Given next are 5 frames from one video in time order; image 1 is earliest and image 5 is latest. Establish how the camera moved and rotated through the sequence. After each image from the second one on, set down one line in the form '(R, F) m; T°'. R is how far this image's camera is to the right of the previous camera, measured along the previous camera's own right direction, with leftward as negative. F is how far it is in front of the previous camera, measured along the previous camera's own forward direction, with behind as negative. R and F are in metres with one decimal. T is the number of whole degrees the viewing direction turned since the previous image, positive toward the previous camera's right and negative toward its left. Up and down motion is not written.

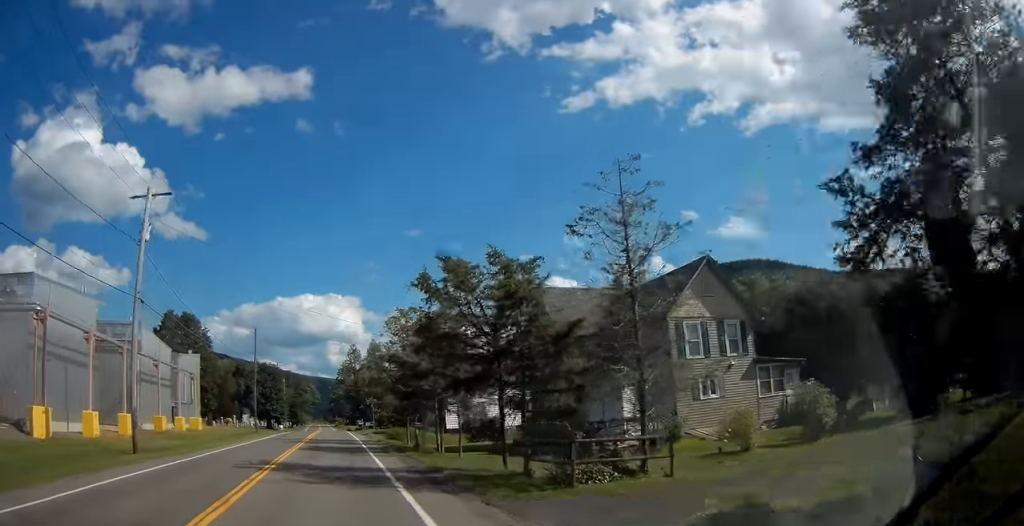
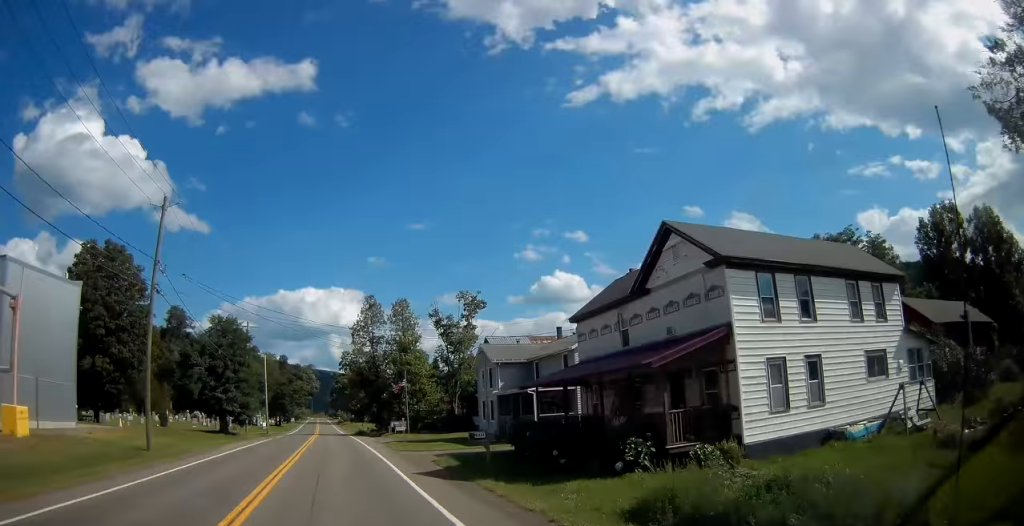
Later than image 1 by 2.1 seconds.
(-0.5, +40.4) m; -2°
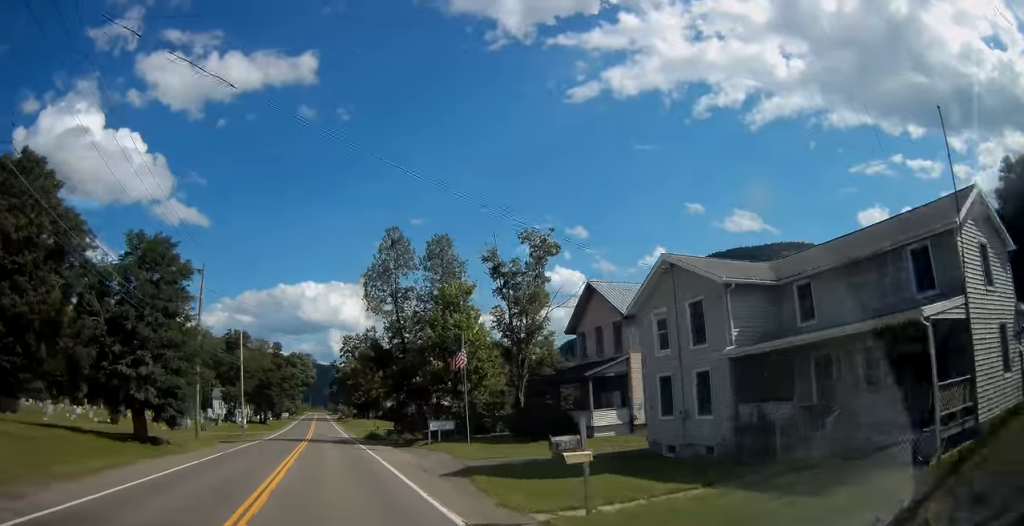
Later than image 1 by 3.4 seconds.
(-0.3, +23.3) m; 0°
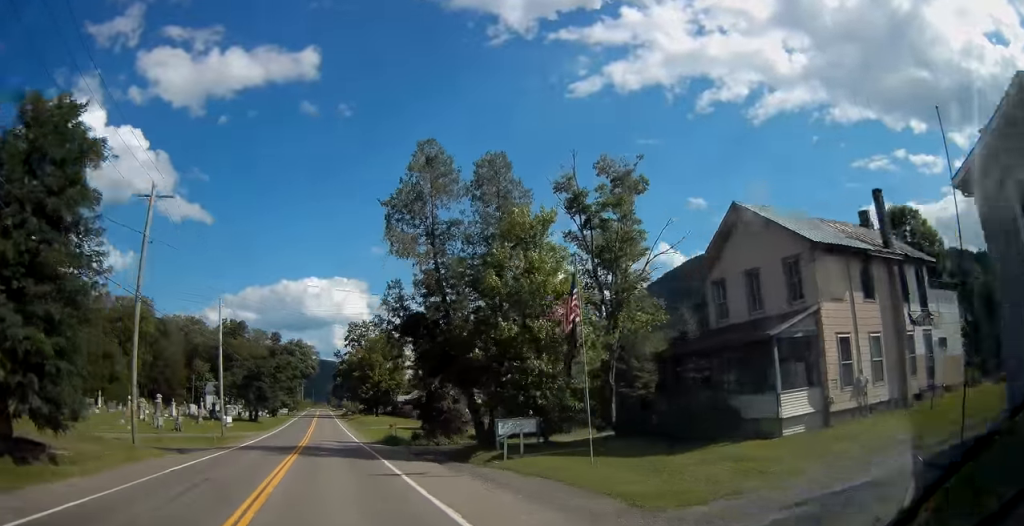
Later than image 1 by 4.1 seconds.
(+0.1, +14.0) m; +1°
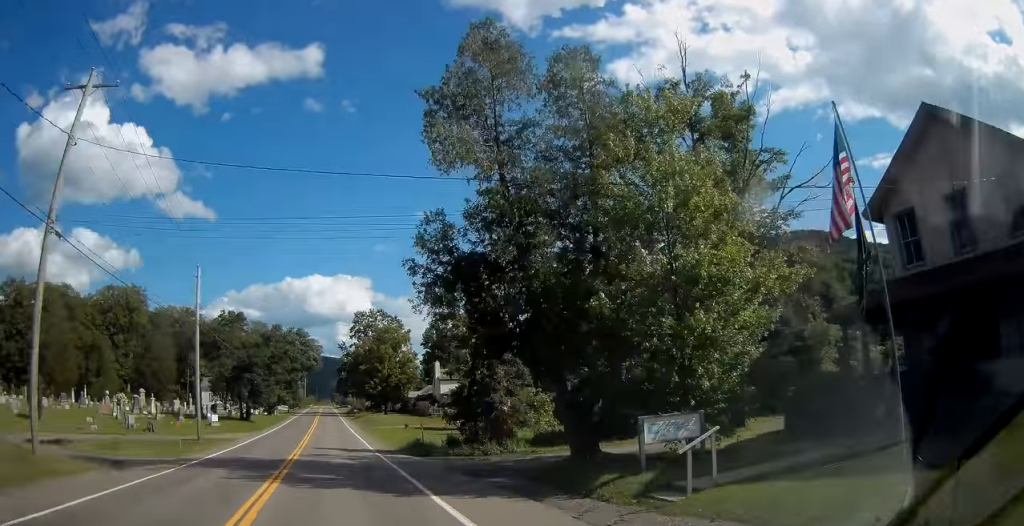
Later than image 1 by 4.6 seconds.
(+0.1, +10.3) m; 0°
